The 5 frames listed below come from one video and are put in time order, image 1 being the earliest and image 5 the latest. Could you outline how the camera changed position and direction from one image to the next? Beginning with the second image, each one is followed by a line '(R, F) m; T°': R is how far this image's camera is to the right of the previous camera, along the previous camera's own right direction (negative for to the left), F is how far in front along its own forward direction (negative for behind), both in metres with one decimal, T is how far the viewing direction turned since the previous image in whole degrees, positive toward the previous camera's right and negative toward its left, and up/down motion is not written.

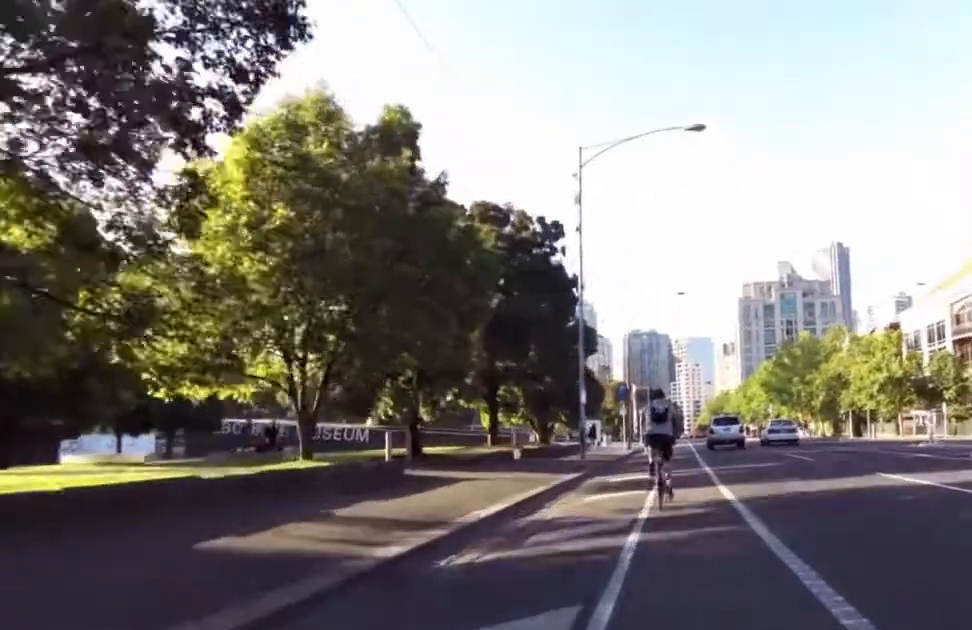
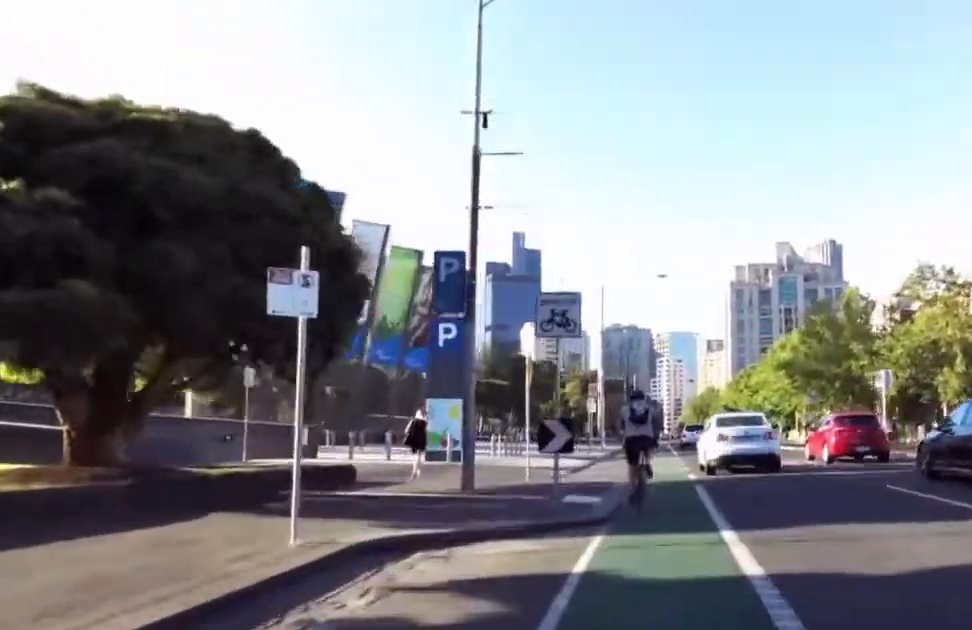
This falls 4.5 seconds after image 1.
(+2.2, +40.9) m; +5°
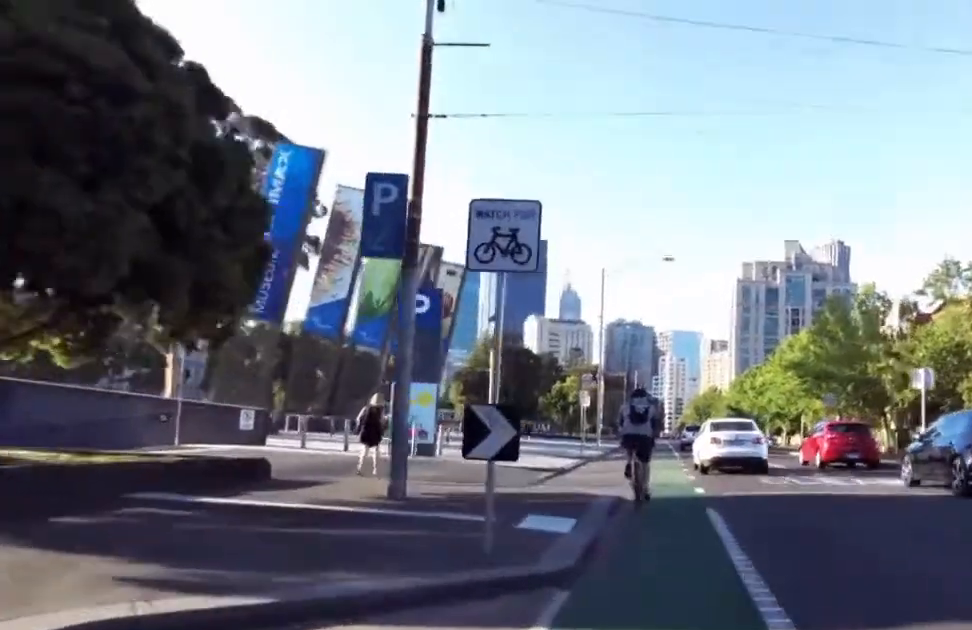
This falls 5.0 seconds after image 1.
(+0.5, +3.6) m; 0°
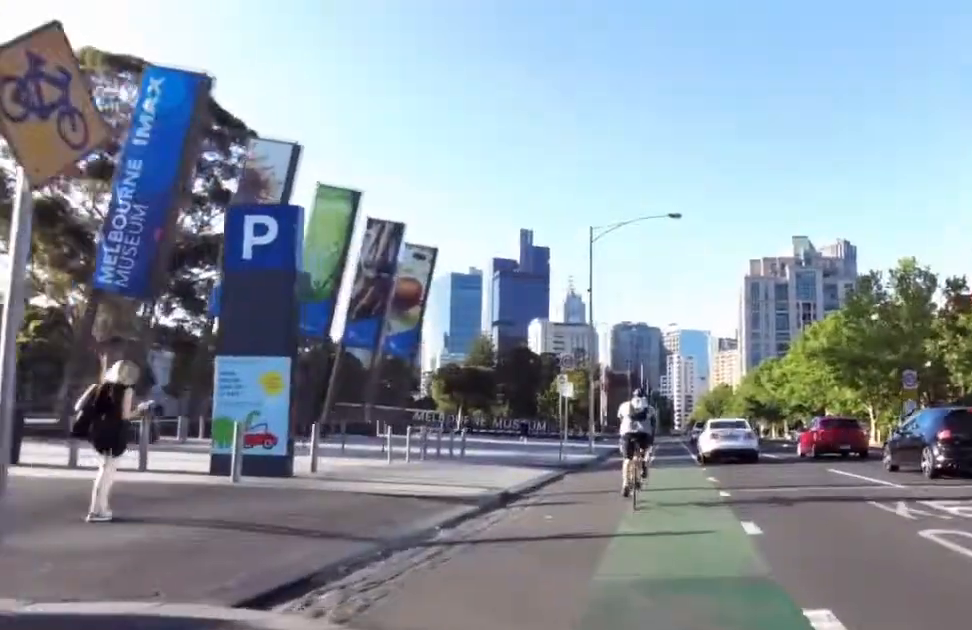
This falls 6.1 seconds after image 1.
(-0.2, +9.8) m; -1°
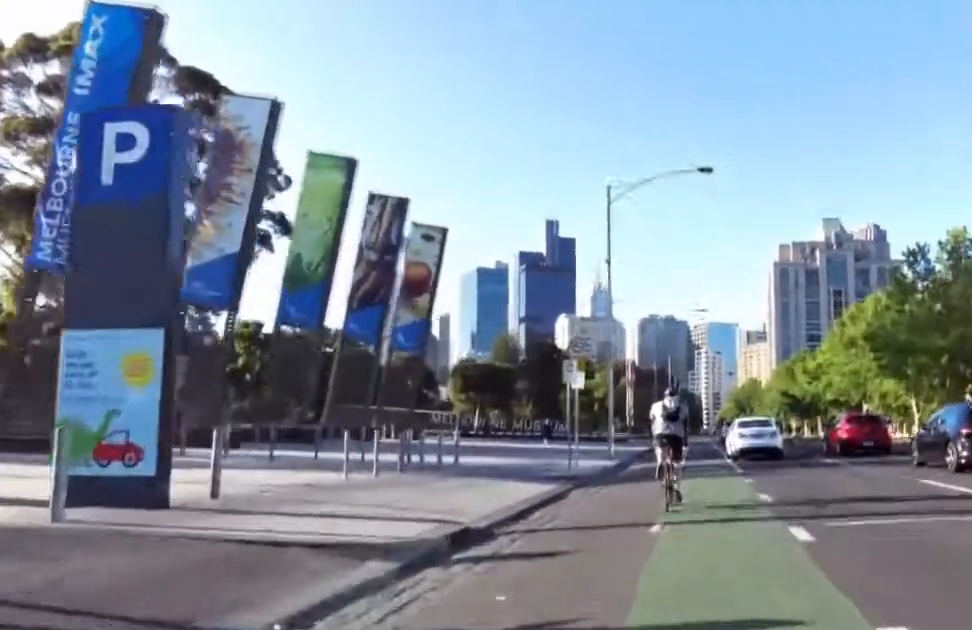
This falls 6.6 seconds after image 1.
(-0.3, +4.5) m; 0°
